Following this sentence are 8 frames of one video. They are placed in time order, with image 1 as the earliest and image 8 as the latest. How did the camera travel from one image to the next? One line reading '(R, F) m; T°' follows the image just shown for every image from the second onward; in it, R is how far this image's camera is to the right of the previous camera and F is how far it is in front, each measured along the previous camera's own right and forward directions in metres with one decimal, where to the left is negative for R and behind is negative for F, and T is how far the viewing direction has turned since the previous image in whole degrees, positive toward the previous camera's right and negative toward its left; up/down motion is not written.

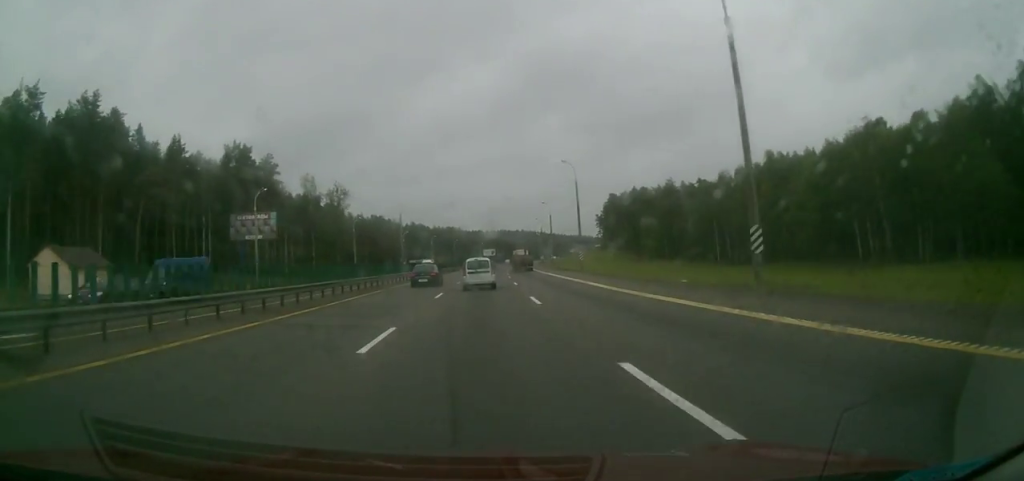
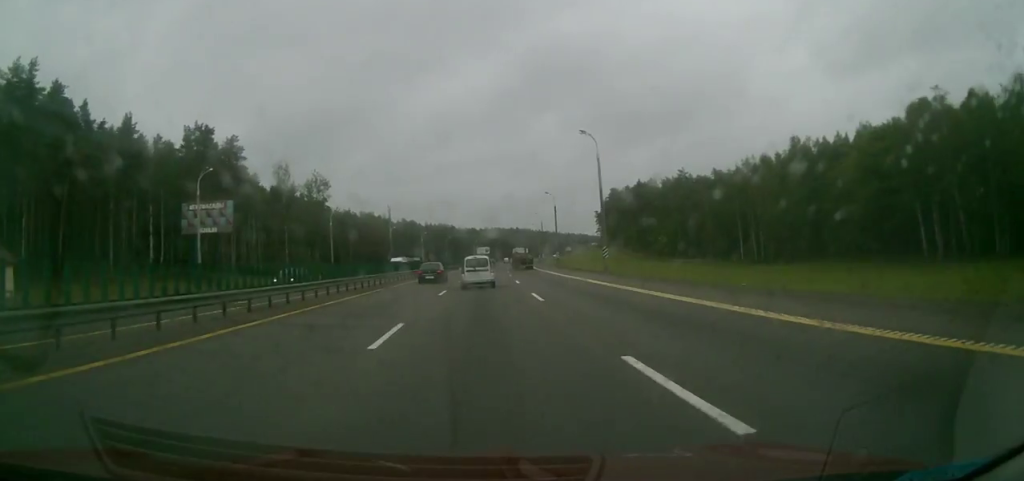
(+0.1, +15.6) m; 0°
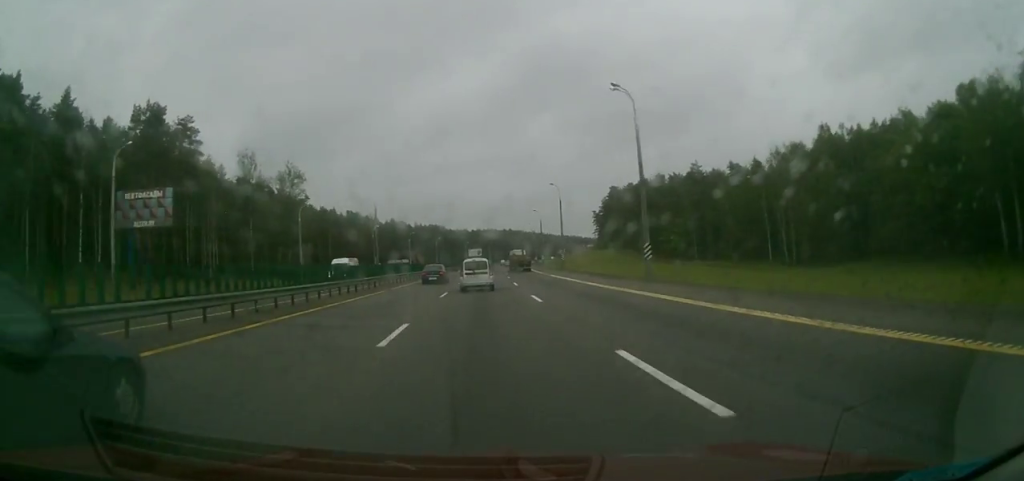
(0.0, +15.6) m; +1°
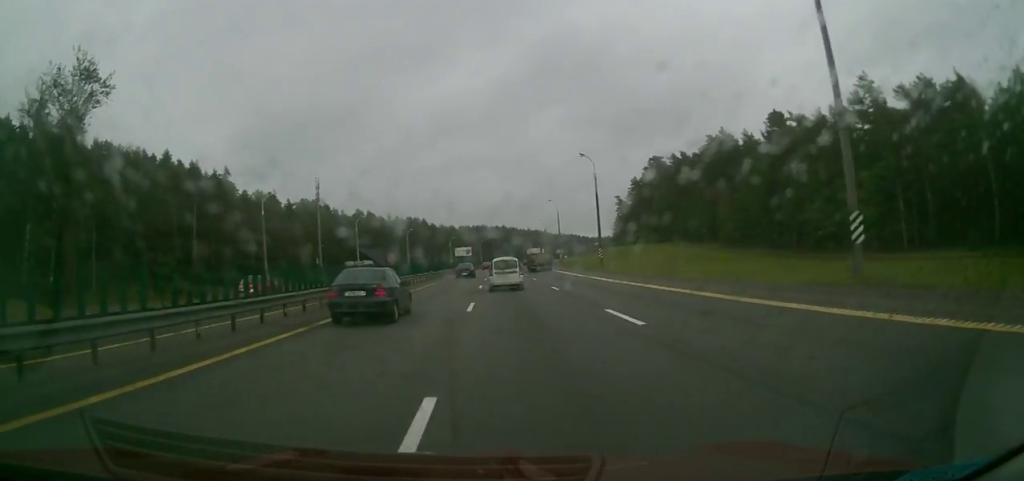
(+1.8, +72.8) m; +3°
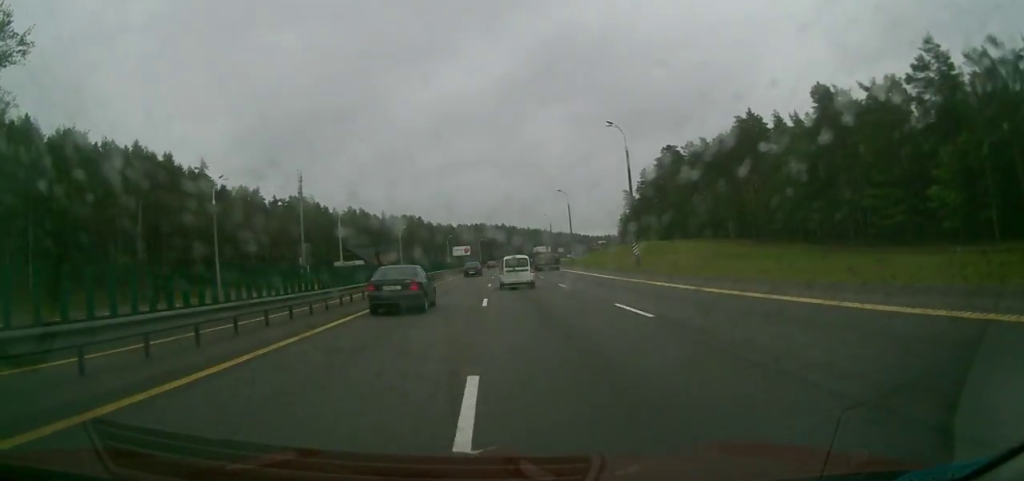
(+0.1, +14.8) m; 0°
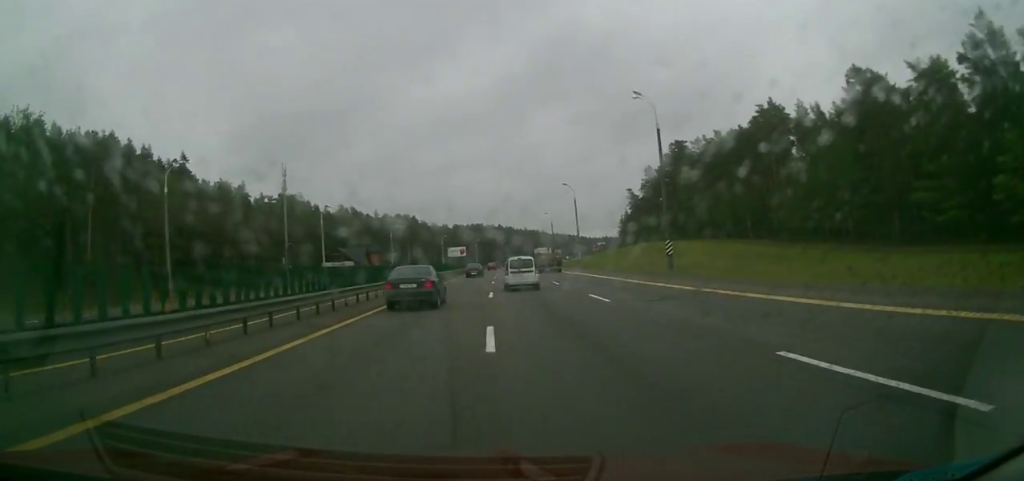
(+0.1, +10.7) m; 0°
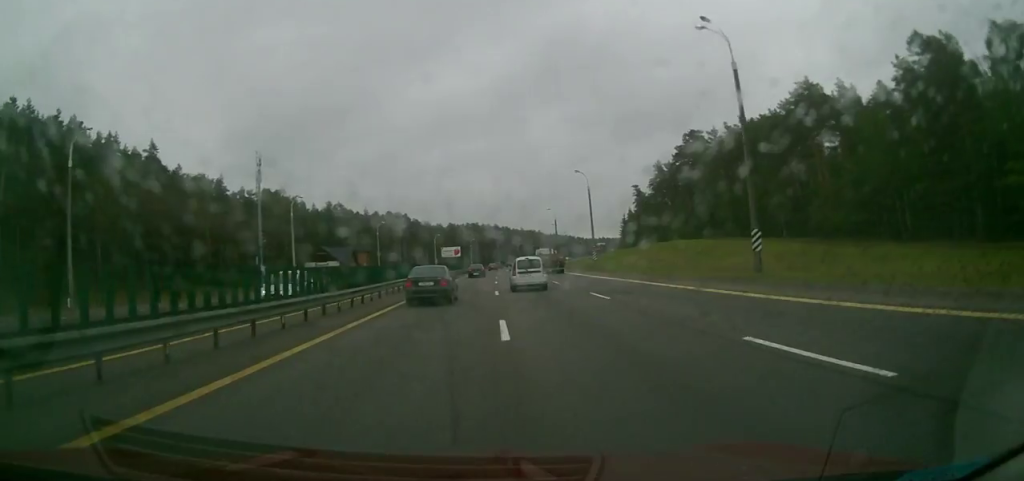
(0.0, +13.3) m; 0°
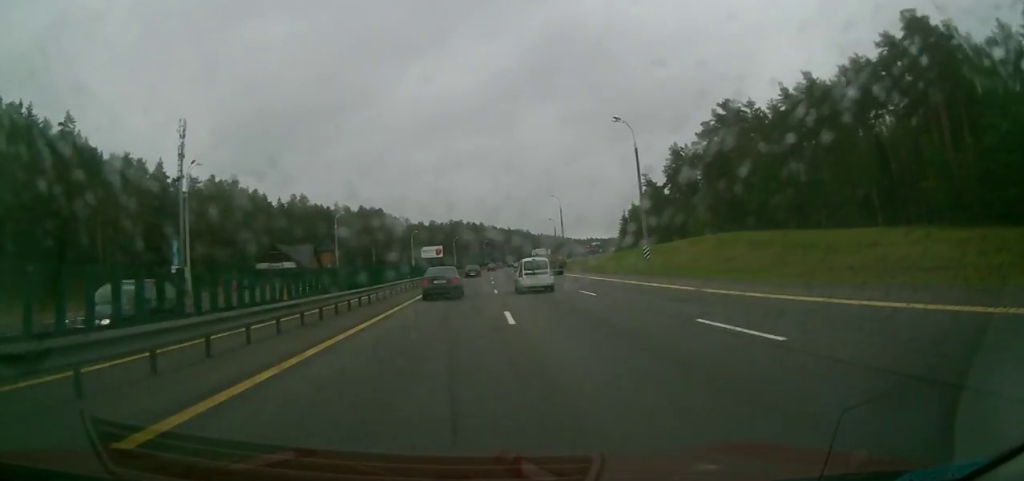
(0.0, +28.5) m; +1°
